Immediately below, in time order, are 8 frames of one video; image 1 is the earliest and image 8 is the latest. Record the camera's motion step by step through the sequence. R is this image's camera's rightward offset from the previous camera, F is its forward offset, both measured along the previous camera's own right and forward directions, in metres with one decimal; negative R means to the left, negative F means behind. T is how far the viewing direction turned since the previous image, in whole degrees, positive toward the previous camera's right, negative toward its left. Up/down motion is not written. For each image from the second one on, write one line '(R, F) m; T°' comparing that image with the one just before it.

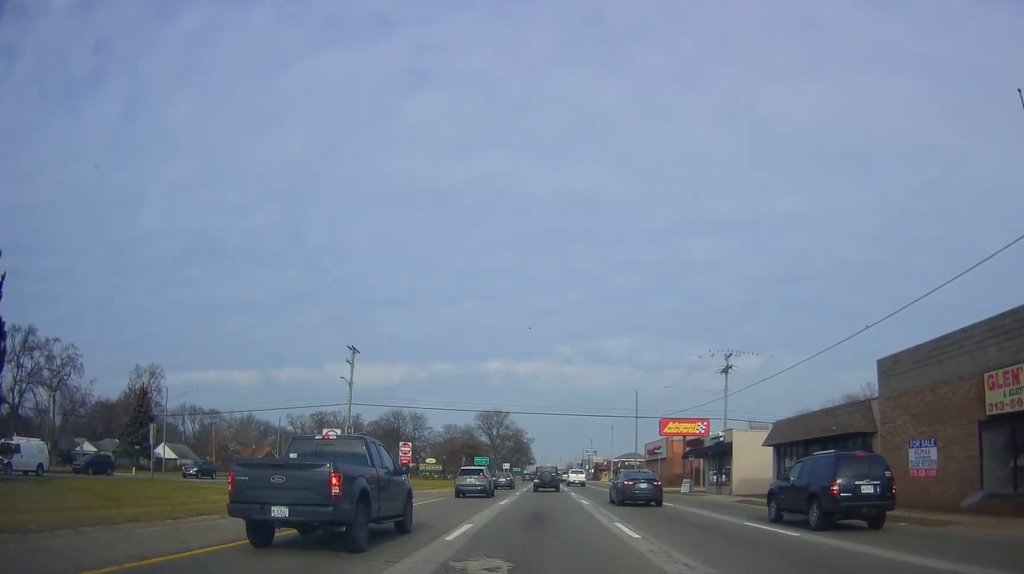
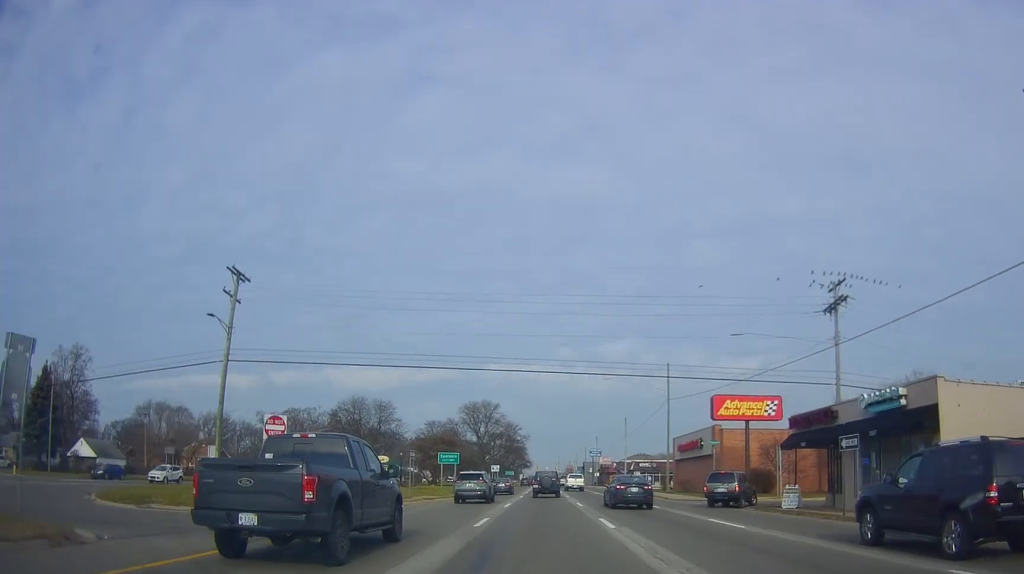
(-0.3, +23.6) m; +1°
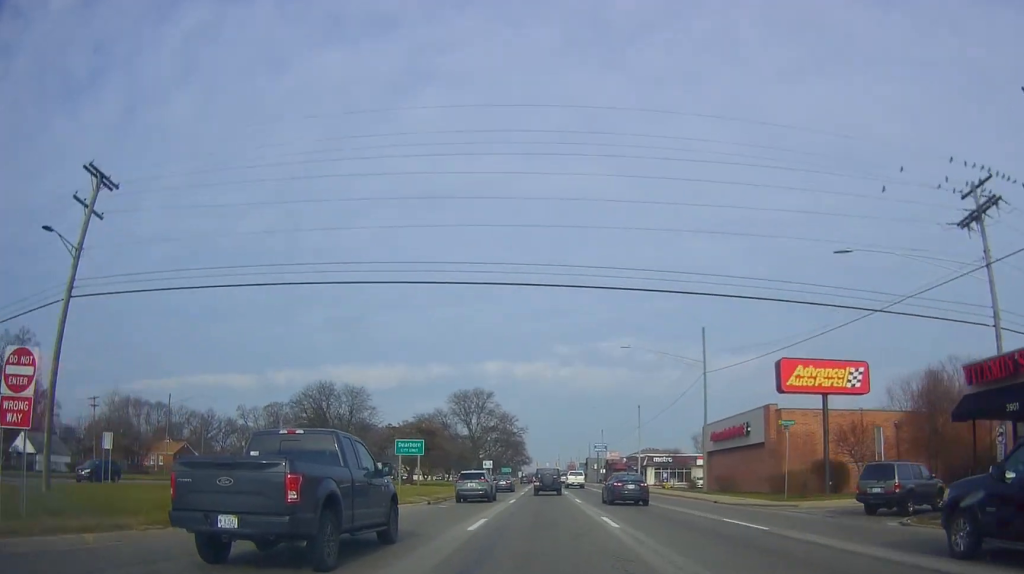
(+0.6, +14.5) m; 0°
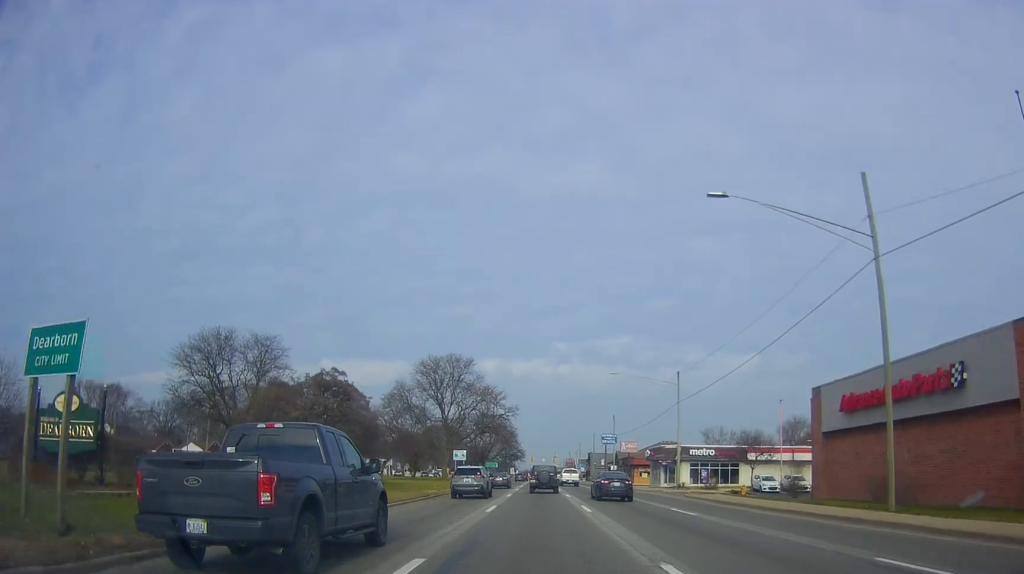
(-0.5, +27.4) m; 0°
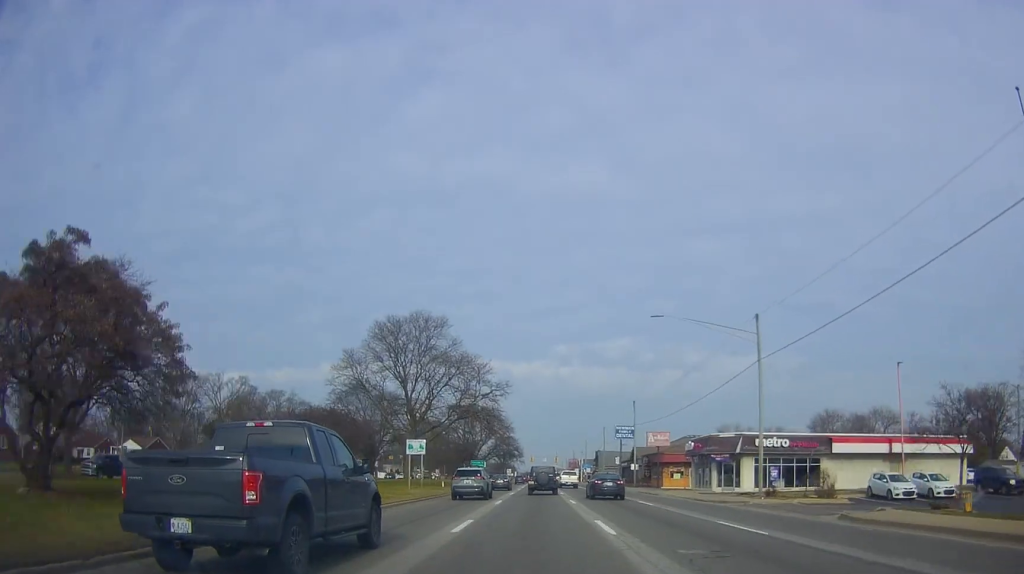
(+0.7, +22.7) m; +2°
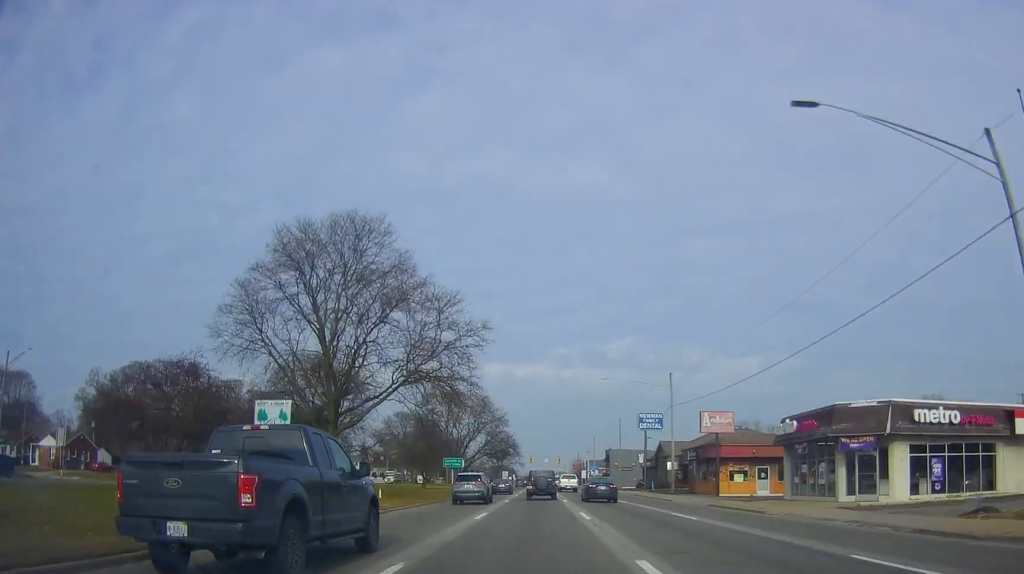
(-0.2, +23.1) m; -1°
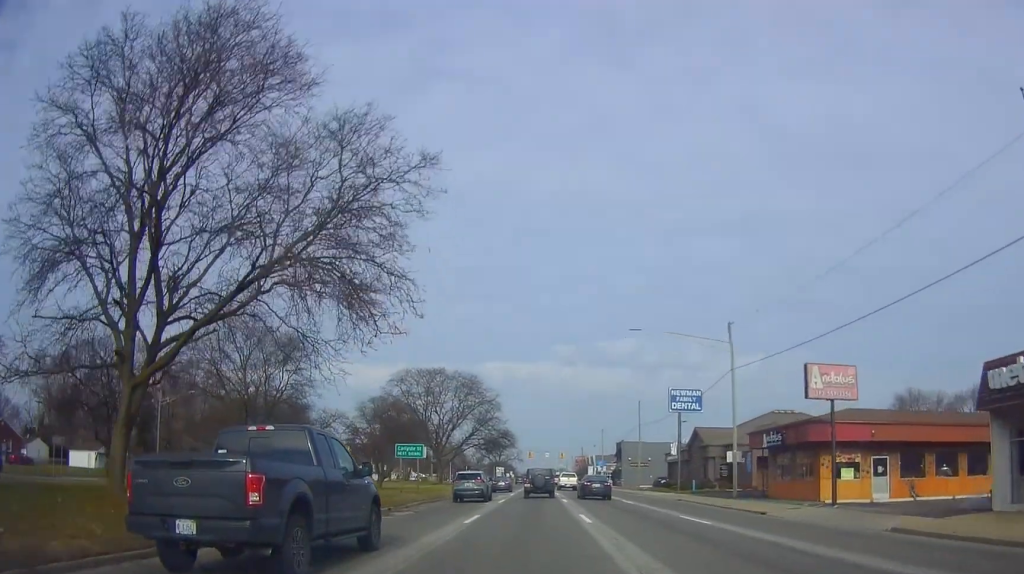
(-0.1, +19.1) m; 0°
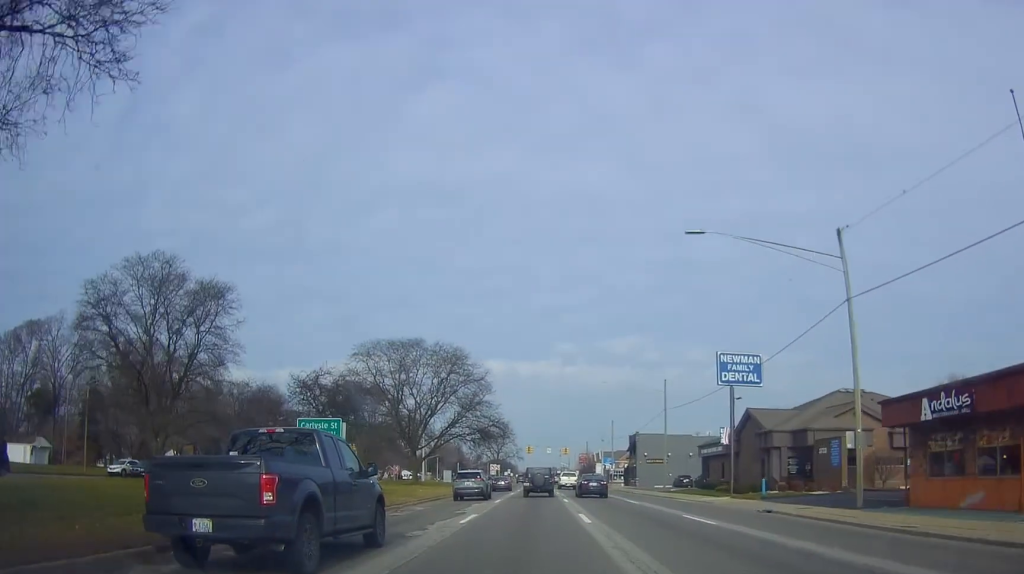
(+0.1, +16.3) m; -1°
